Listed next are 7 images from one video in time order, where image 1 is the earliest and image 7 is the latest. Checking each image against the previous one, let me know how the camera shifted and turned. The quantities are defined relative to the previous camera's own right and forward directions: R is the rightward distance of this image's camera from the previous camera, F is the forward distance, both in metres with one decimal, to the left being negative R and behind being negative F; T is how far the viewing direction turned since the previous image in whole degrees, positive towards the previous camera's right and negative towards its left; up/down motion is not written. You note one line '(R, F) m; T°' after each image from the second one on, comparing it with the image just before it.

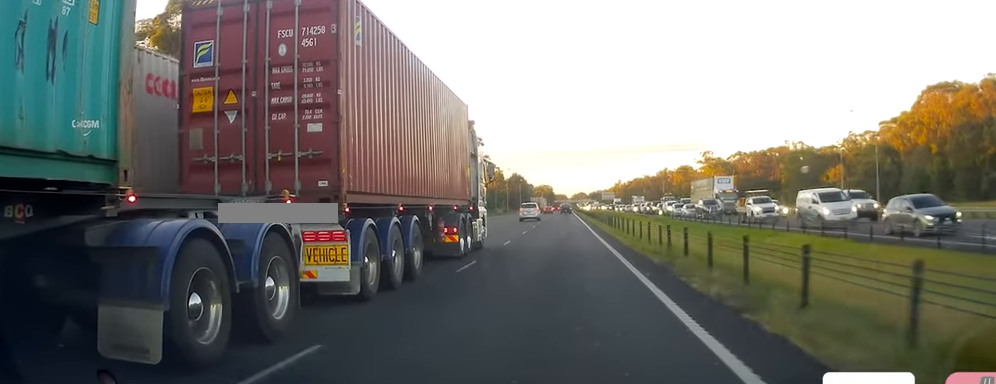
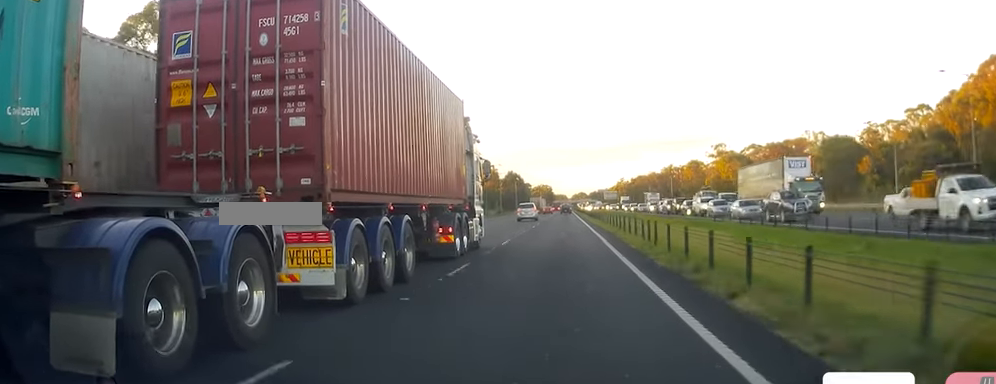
(+0.7, +22.8) m; +1°
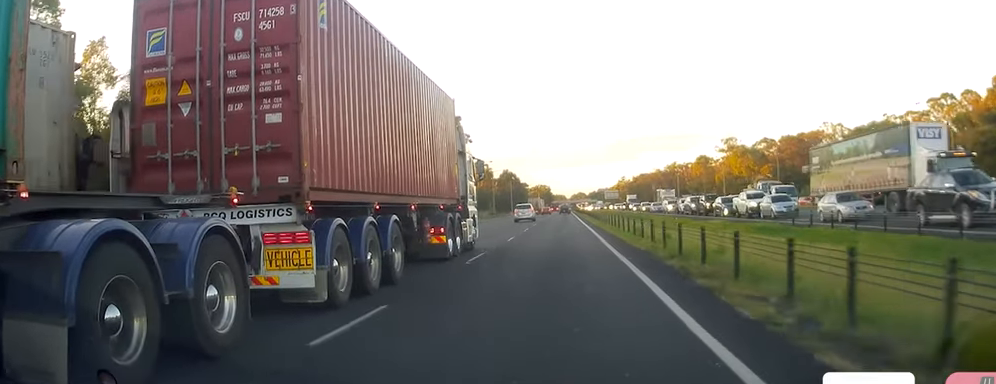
(+0.1, +18.4) m; 0°
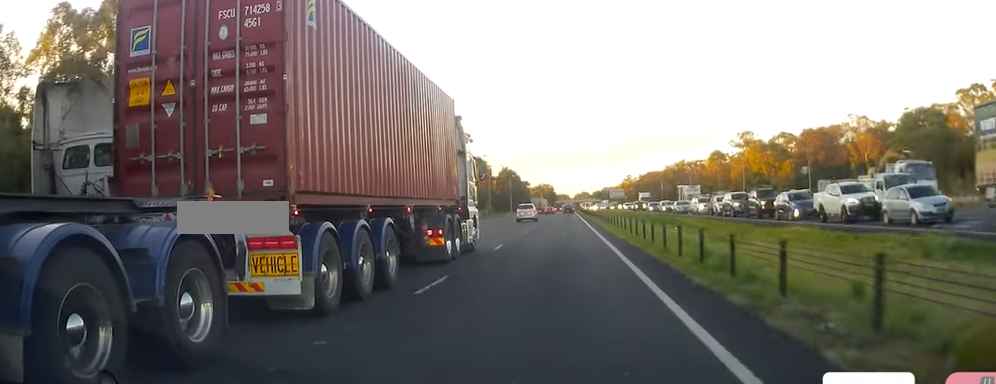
(0.0, +17.5) m; 0°
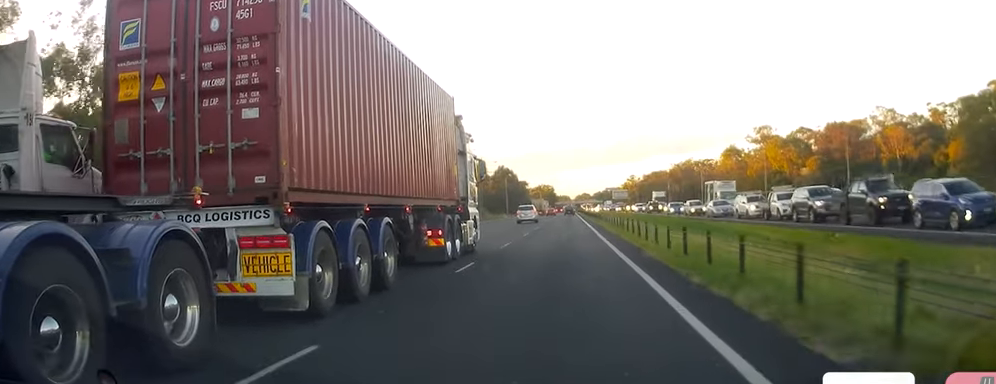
(+0.1, +18.4) m; 0°
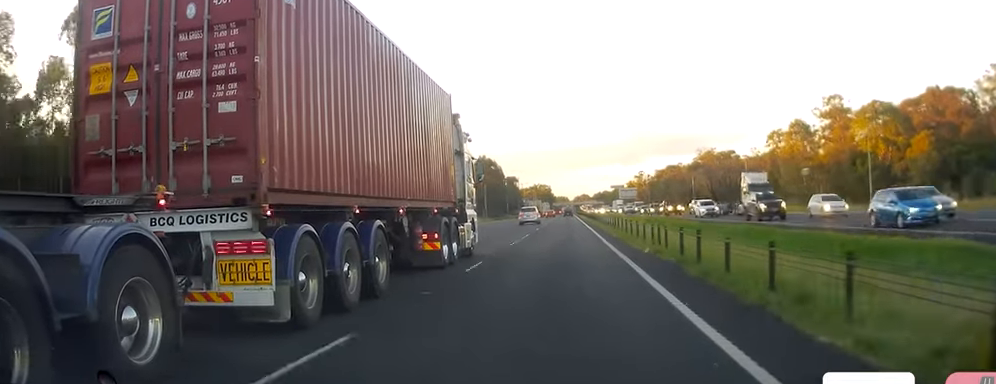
(0.0, +54.5) m; 0°
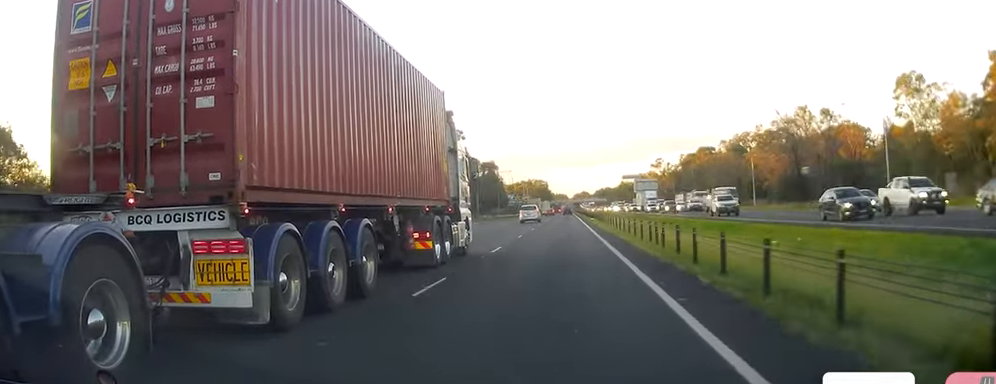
(-0.9, +70.9) m; -1°
